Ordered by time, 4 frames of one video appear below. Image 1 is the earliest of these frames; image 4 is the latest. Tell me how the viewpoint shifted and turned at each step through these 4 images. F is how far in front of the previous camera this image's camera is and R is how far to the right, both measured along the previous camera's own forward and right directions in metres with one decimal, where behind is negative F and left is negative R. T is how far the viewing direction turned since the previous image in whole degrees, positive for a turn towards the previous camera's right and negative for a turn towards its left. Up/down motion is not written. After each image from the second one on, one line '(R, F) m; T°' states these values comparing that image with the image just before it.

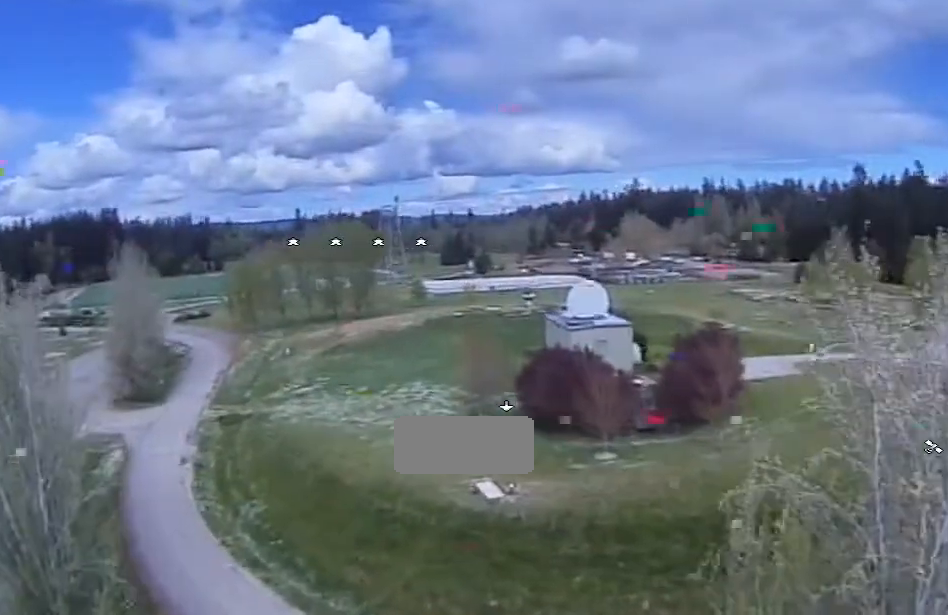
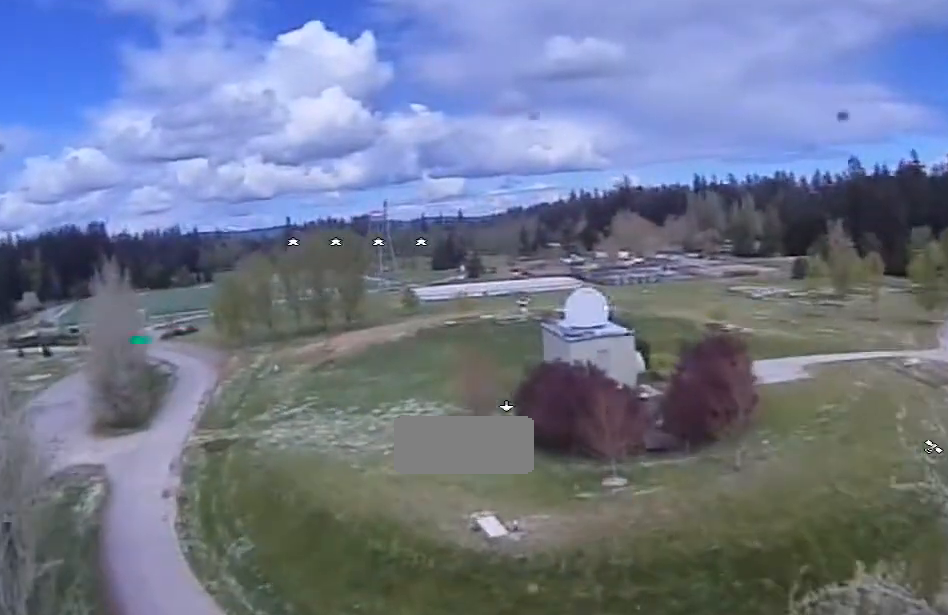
(+0.1, +4.5) m; +2°
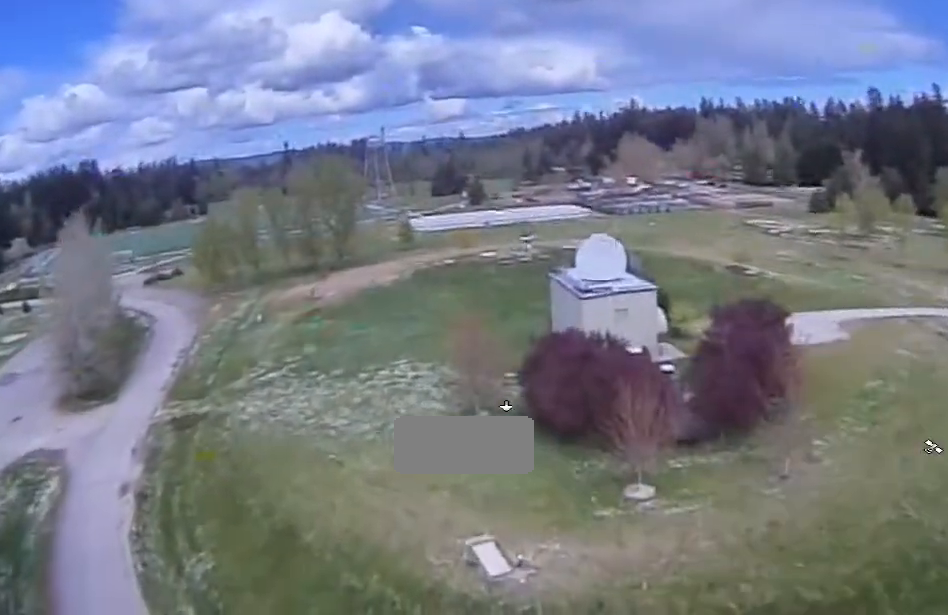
(+0.5, +10.7) m; +3°
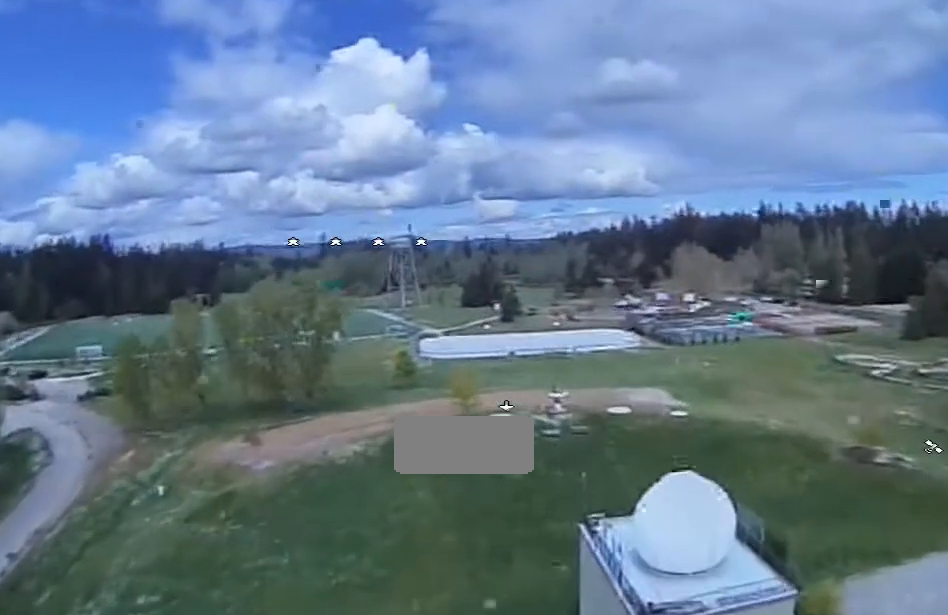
(+0.6, +33.8) m; +2°
